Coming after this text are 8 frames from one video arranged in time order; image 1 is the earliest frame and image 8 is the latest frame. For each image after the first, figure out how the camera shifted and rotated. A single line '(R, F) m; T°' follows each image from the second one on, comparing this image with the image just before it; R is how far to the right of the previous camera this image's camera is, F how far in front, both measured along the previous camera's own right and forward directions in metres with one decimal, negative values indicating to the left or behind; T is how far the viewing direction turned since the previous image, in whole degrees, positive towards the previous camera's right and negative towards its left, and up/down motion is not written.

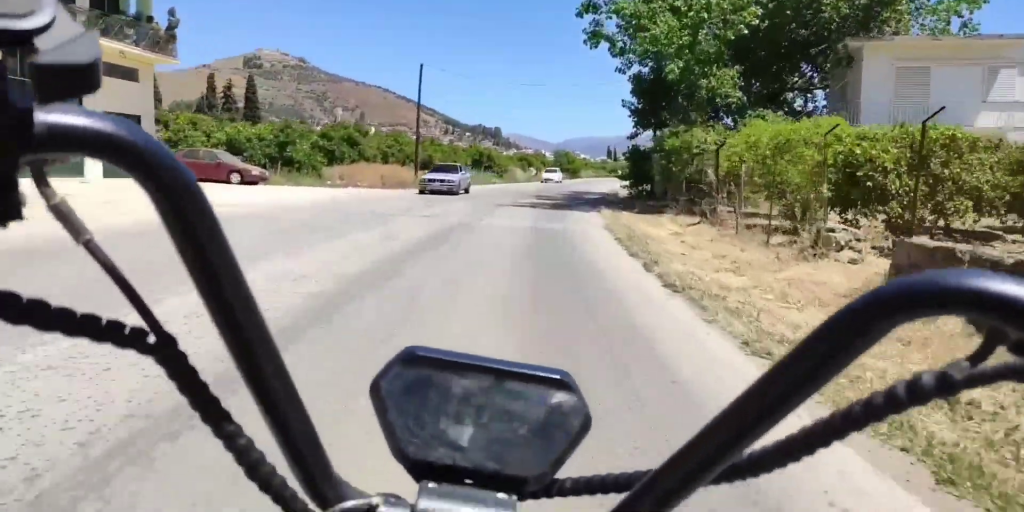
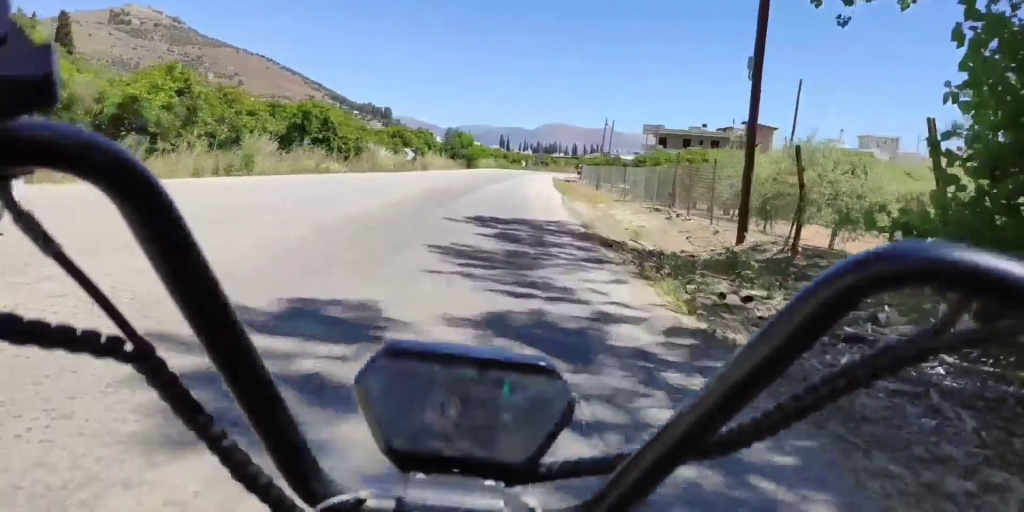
(+2.0, +29.5) m; +7°
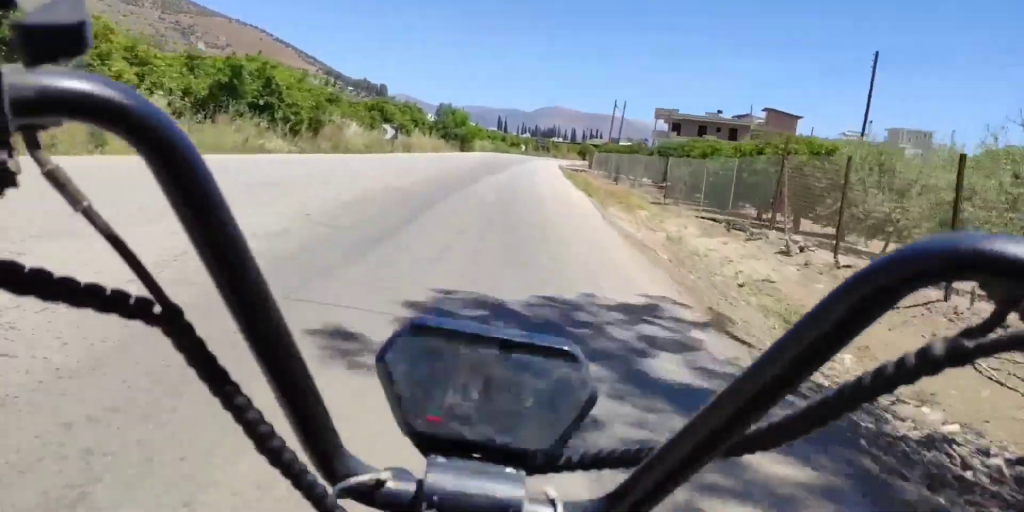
(+0.3, +9.4) m; +1°
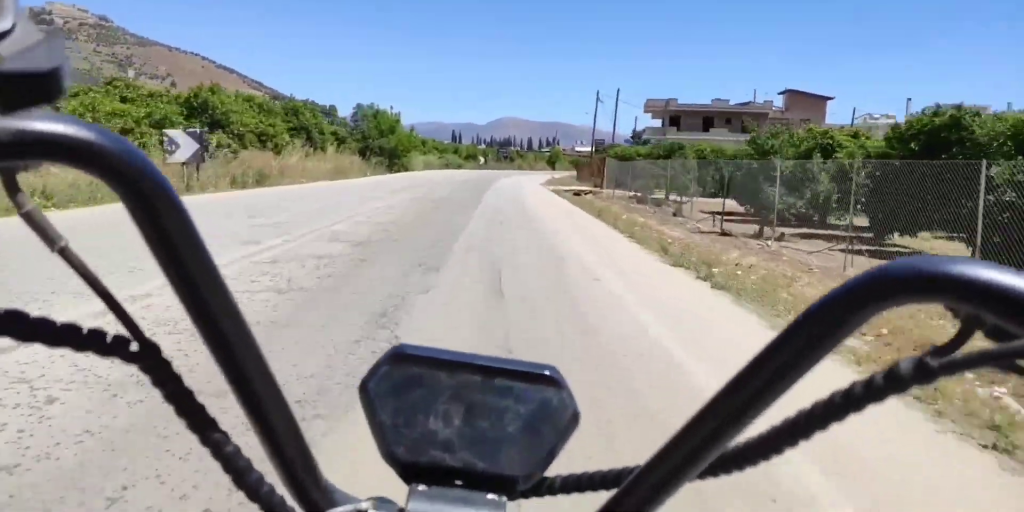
(+0.2, +26.4) m; +3°
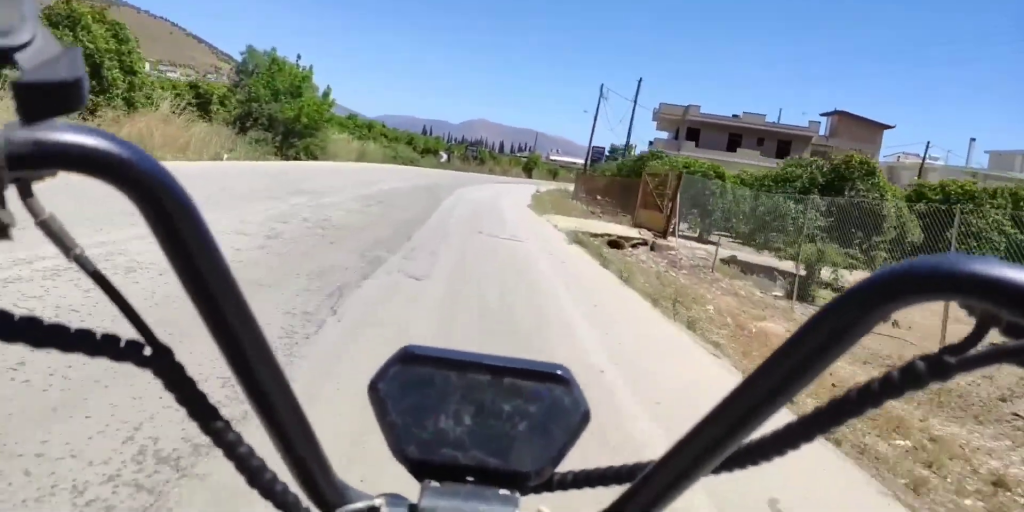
(+0.3, +19.3) m; +3°
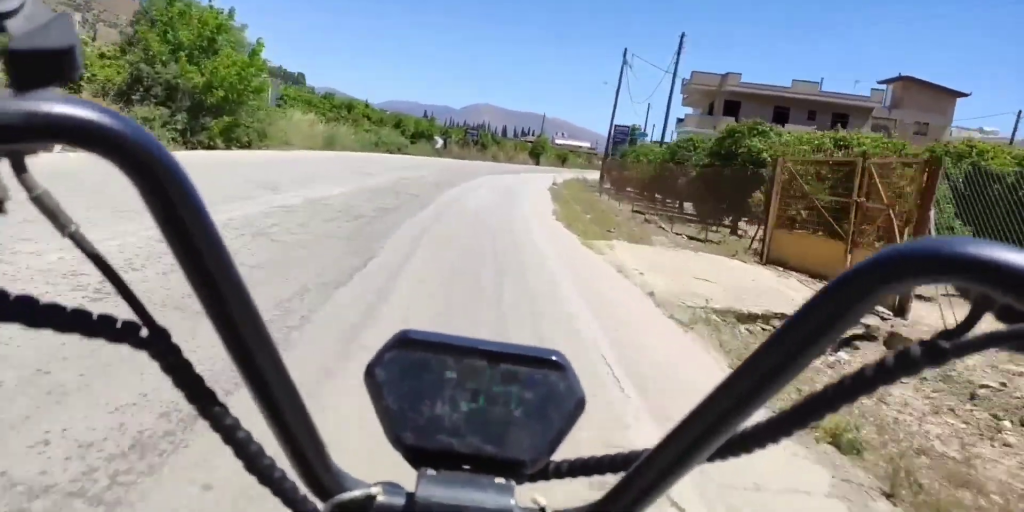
(+0.4, +9.8) m; +1°
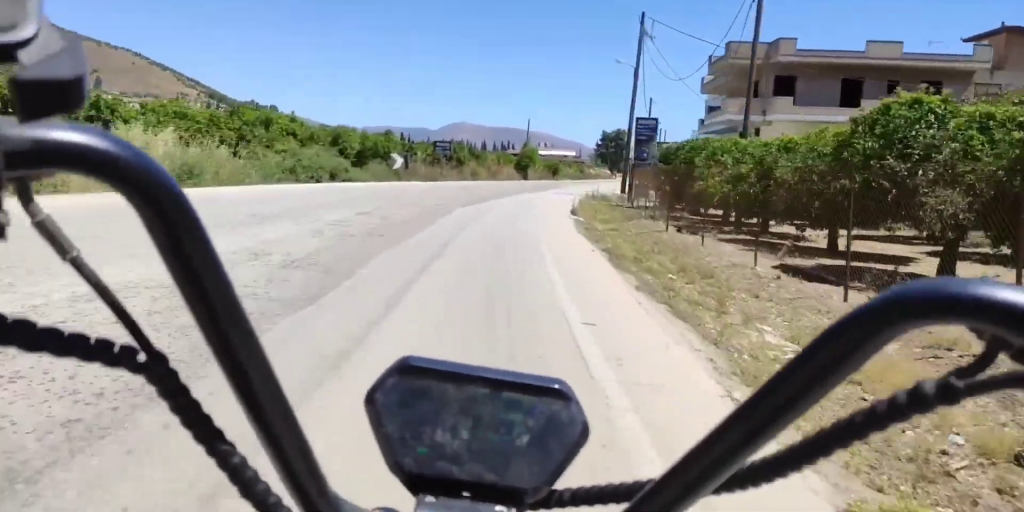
(-0.2, +15.3) m; 0°
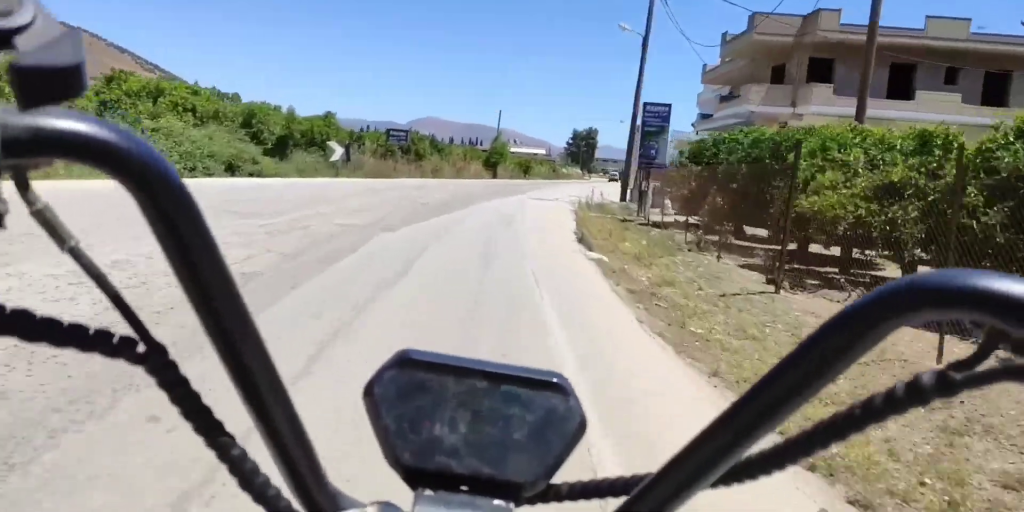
(0.0, +9.0) m; 0°
